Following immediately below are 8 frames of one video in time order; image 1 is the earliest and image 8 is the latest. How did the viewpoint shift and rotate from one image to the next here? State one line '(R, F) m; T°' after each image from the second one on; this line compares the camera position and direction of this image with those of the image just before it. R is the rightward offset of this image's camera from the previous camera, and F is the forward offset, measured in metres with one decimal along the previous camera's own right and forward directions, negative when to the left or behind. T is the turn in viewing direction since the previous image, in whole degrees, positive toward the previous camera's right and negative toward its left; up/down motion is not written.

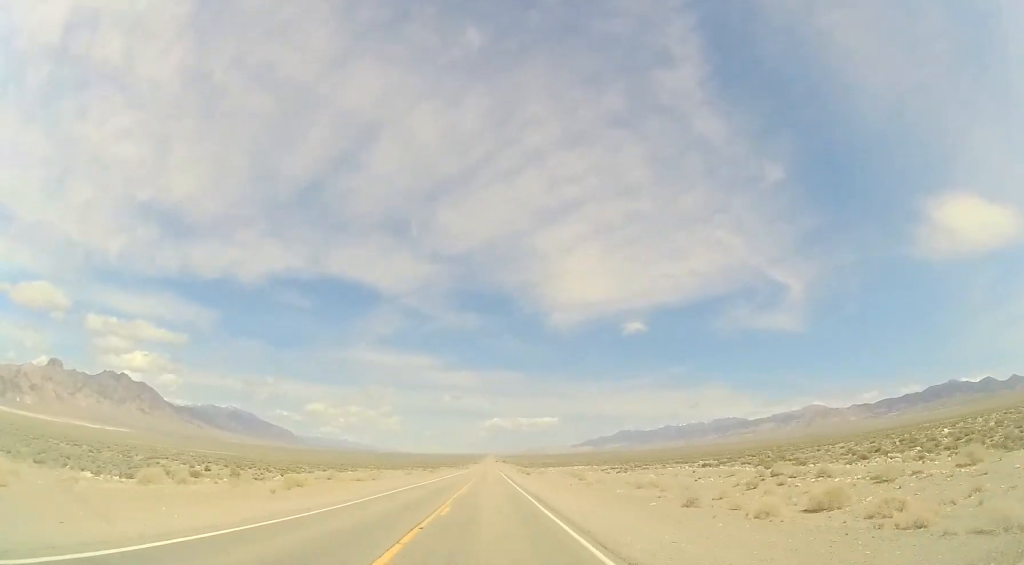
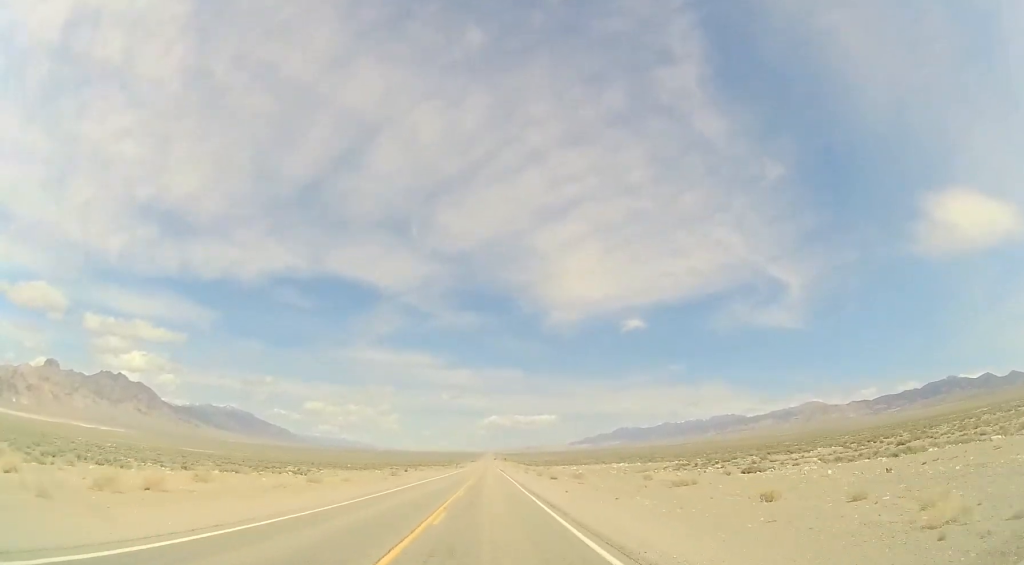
(+0.3, +39.5) m; 0°
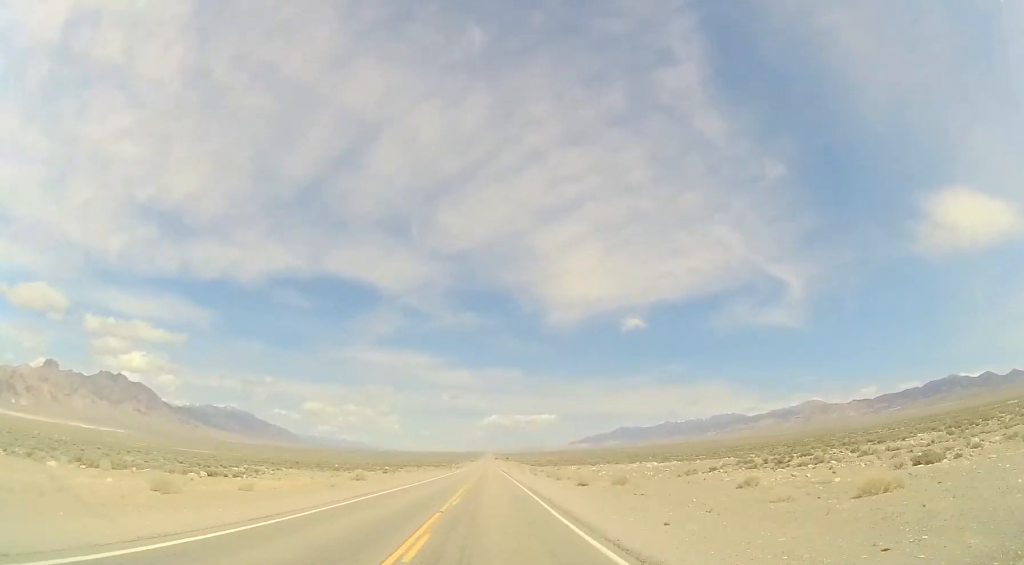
(-0.1, +17.8) m; 0°
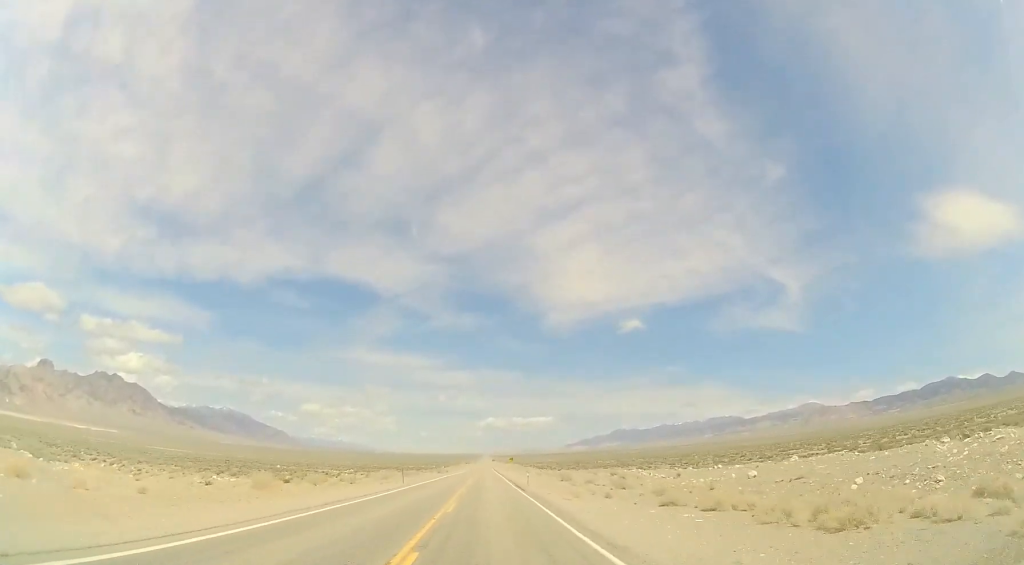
(+0.2, +51.2) m; +1°
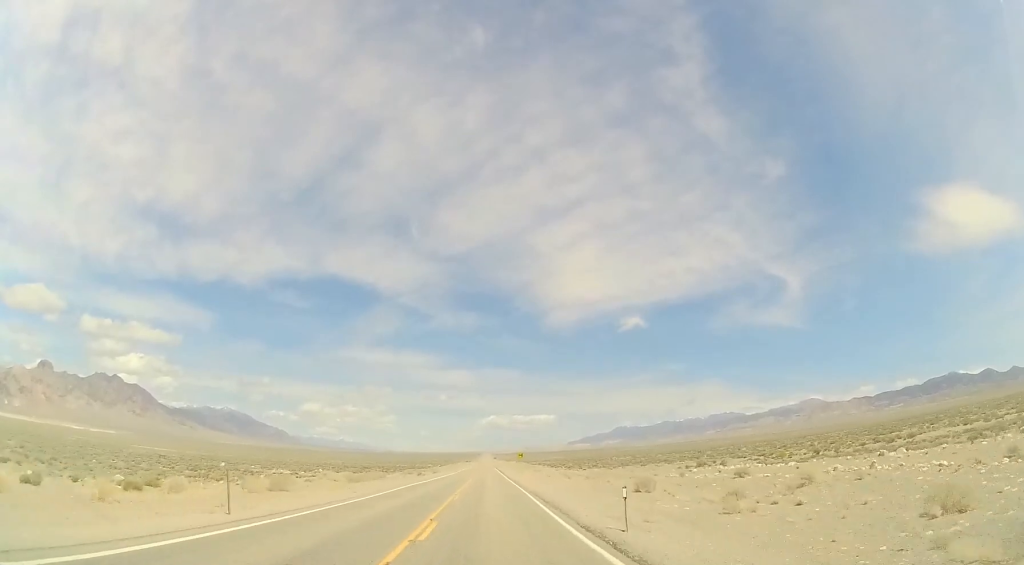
(+0.3, +31.5) m; 0°
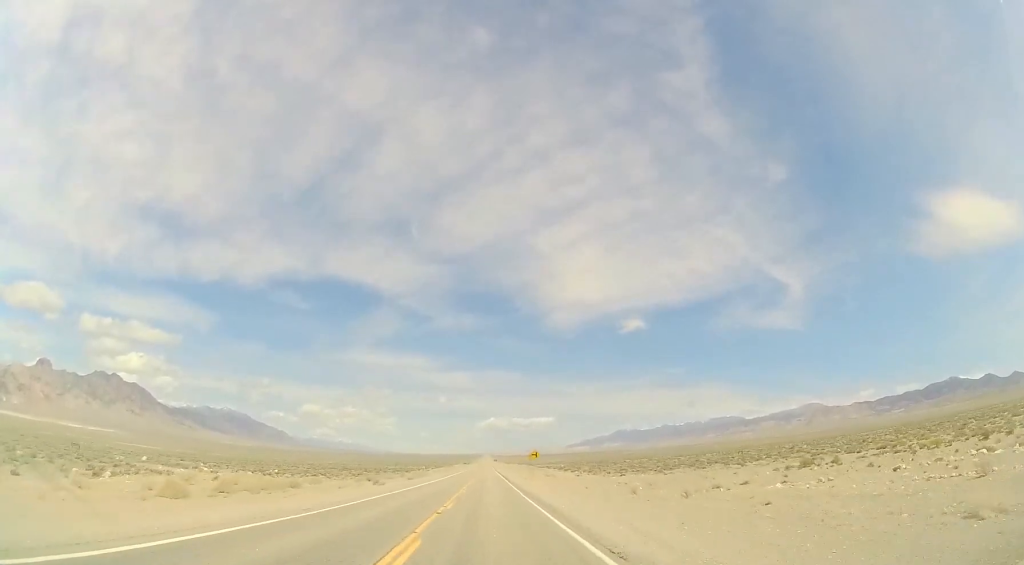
(0.0, +27.6) m; 0°
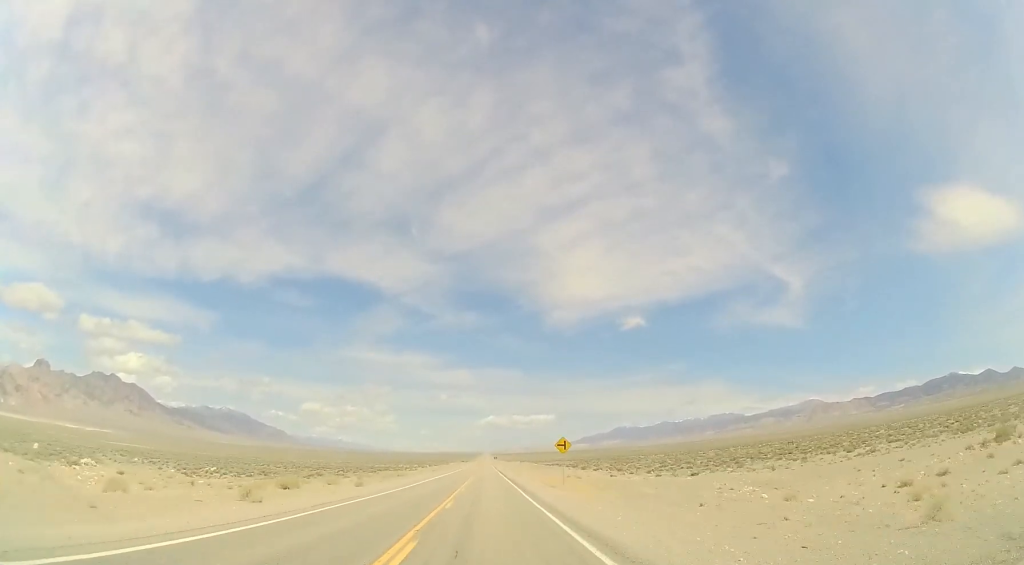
(-0.1, +24.8) m; 0°
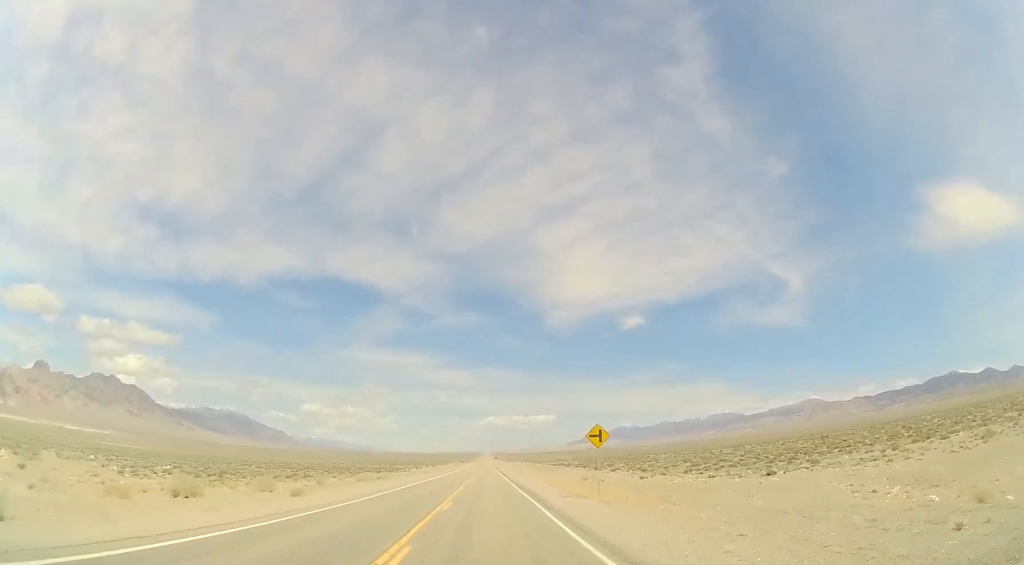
(+0.1, +12.9) m; 0°
